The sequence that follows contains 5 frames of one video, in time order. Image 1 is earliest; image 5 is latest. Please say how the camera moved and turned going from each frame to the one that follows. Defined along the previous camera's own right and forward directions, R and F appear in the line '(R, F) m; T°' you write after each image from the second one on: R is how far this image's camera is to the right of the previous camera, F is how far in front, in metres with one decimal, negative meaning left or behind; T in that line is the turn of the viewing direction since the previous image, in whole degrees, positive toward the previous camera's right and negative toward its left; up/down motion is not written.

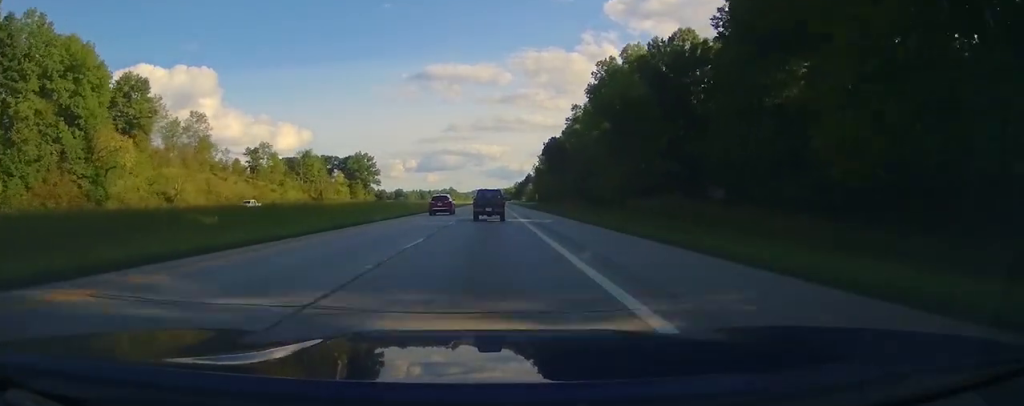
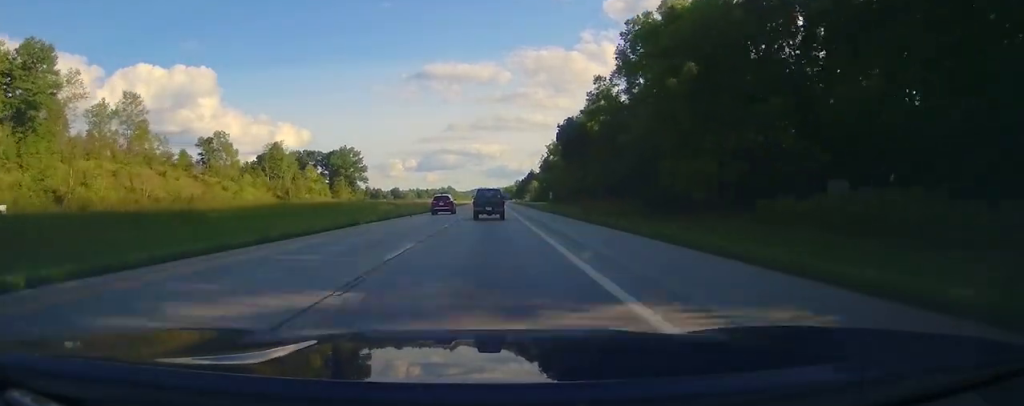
(0.0, +27.1) m; 0°
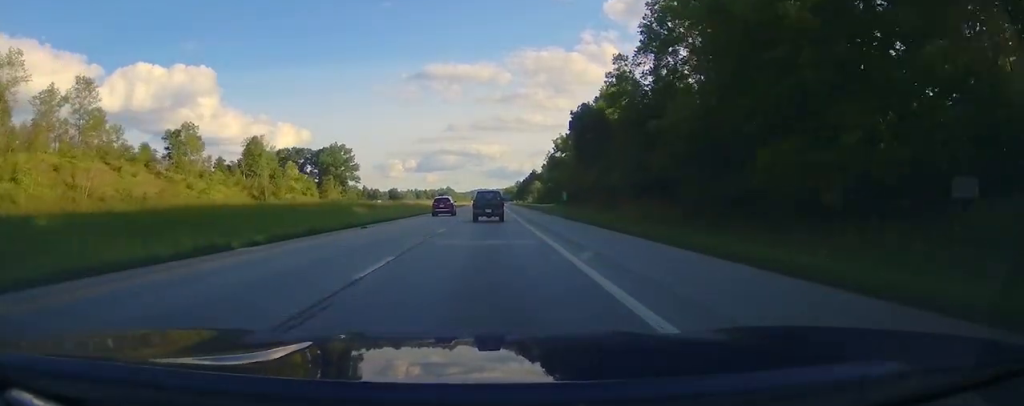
(-0.1, +14.9) m; 0°
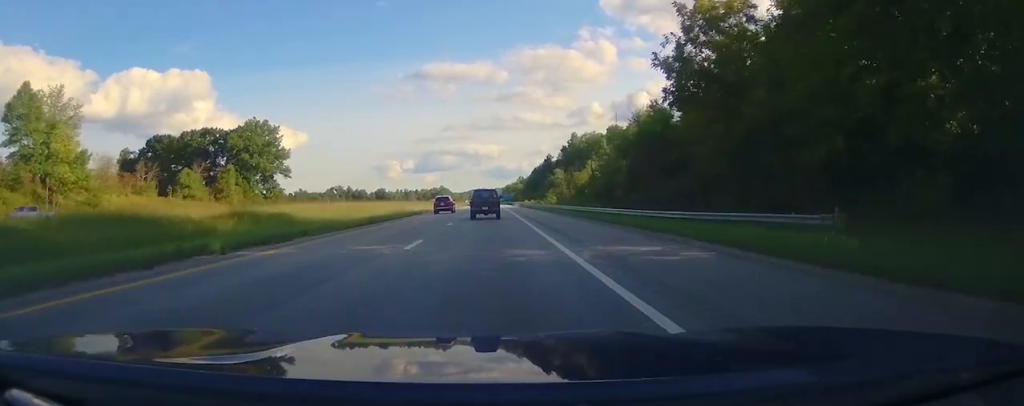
(-0.2, +80.8) m; 0°
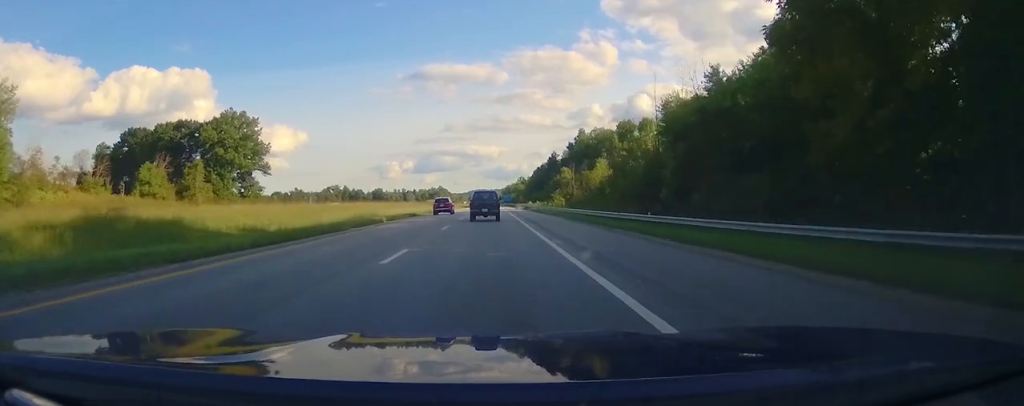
(0.0, +15.1) m; 0°
